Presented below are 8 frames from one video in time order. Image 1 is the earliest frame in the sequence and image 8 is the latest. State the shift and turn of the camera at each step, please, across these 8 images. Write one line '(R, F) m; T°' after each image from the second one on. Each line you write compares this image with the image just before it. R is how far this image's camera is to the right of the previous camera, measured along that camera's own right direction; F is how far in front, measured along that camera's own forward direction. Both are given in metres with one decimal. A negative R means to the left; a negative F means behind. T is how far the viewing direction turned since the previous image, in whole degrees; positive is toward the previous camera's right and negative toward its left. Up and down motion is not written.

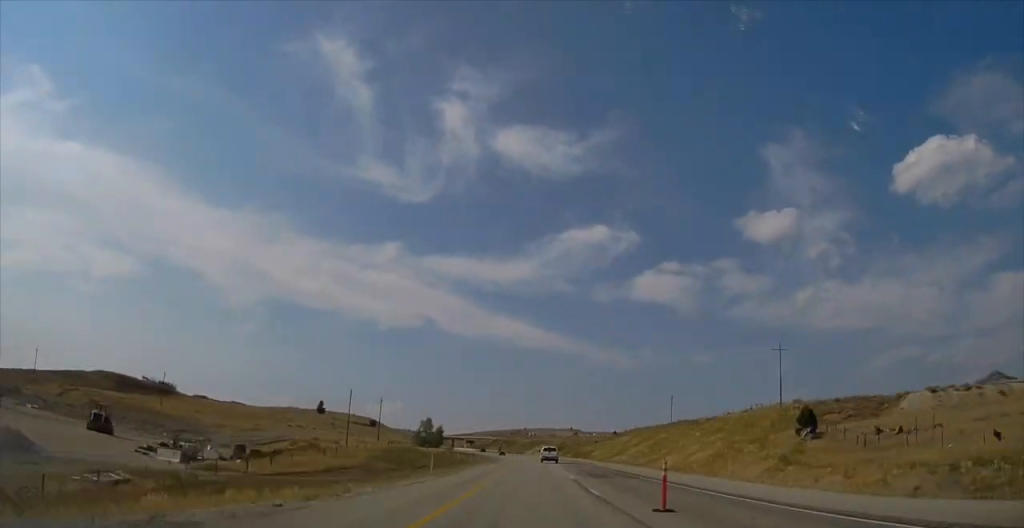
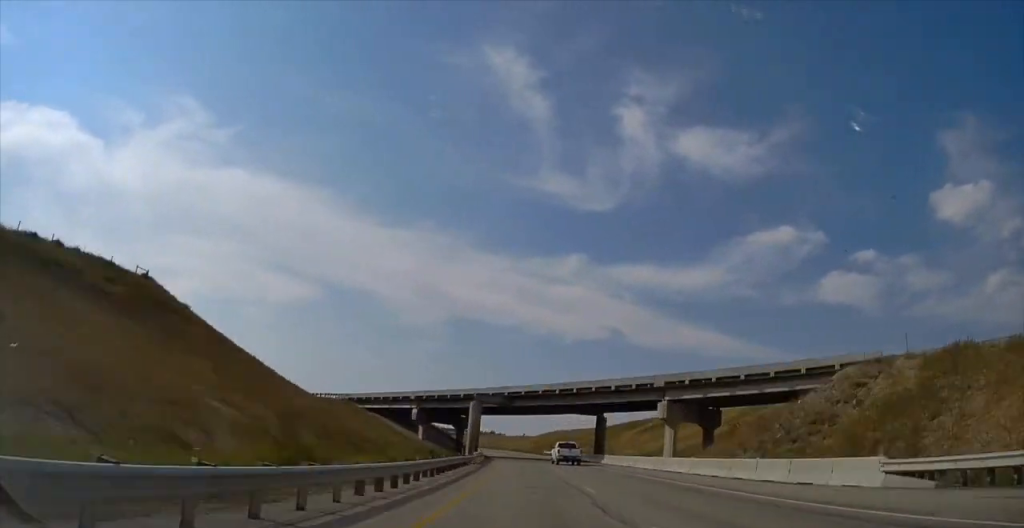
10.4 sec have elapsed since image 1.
(-35.1, +312.3) m; -18°
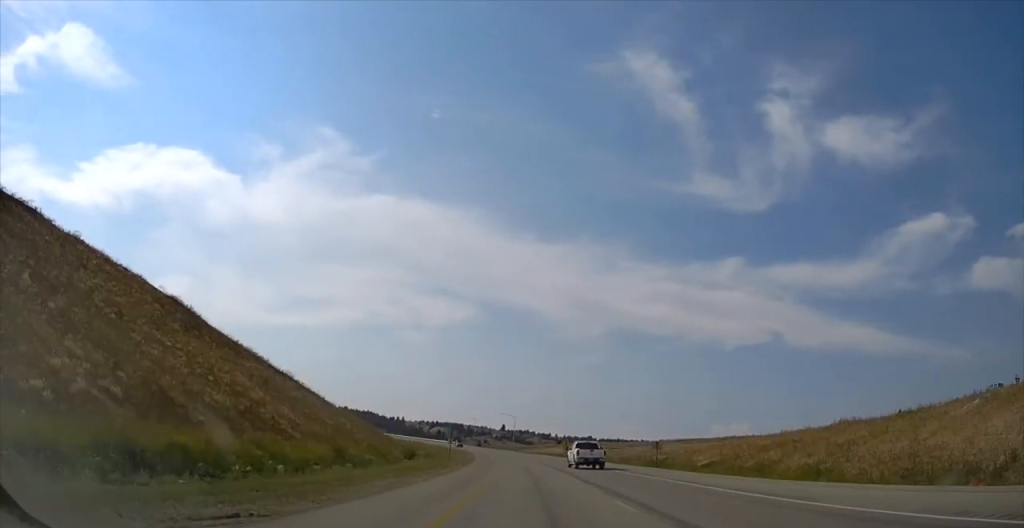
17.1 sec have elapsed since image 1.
(-30.0, +208.7) m; -14°
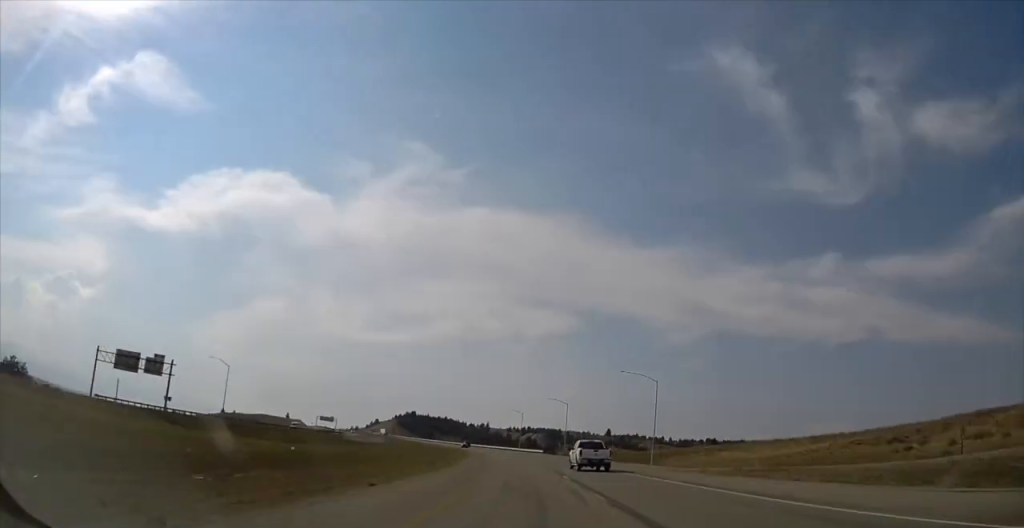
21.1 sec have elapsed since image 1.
(-10.1, +127.6) m; -7°
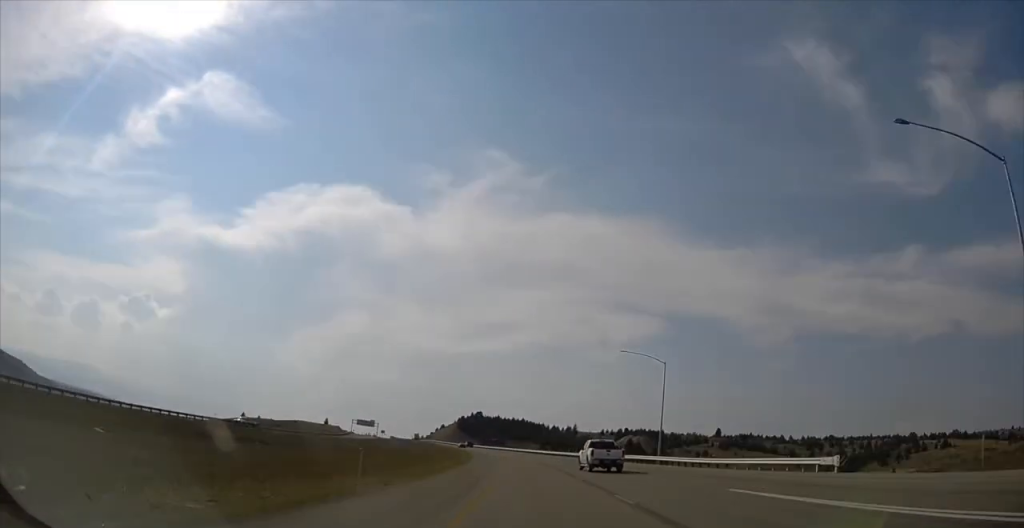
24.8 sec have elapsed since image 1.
(-9.8, +121.7) m; -6°
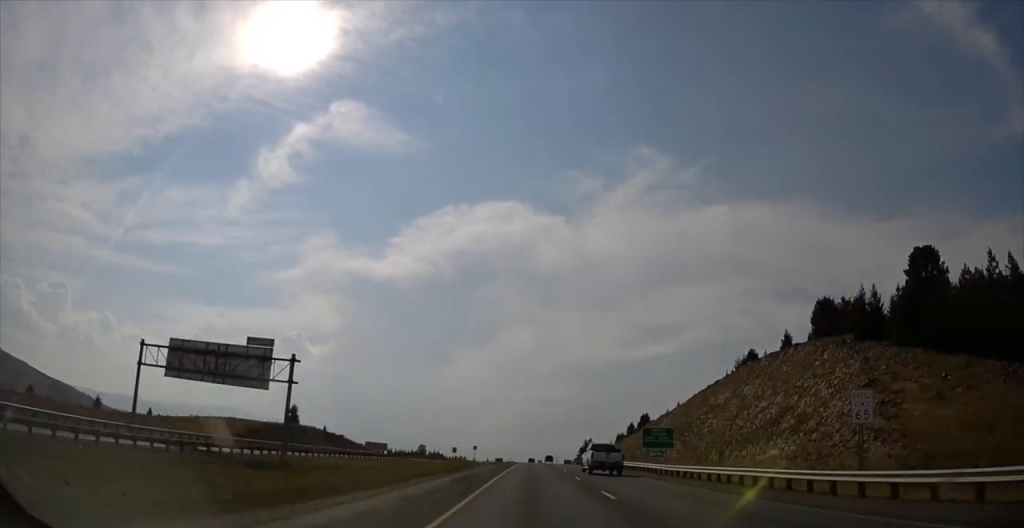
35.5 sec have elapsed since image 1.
(-38.3, +353.1) m; -8°
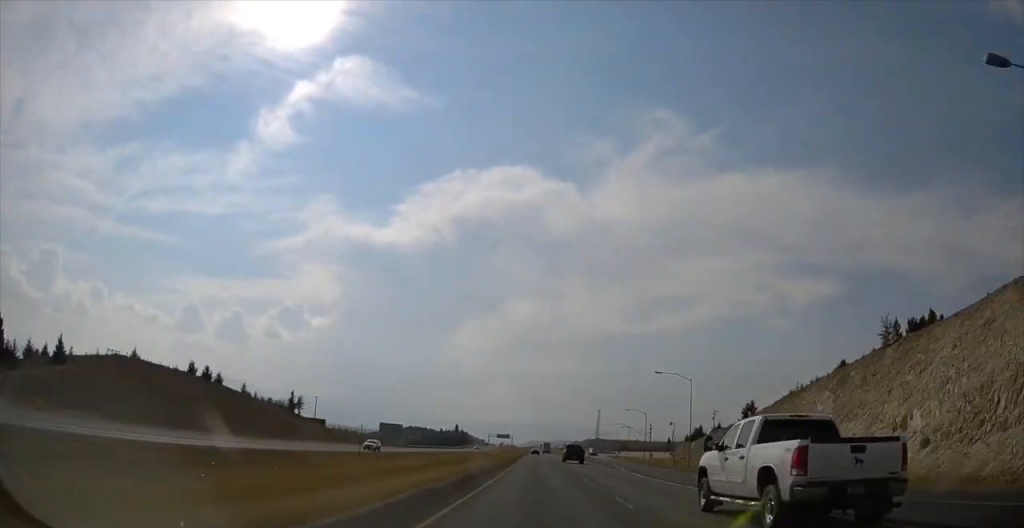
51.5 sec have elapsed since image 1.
(-2.4, +549.4) m; 0°
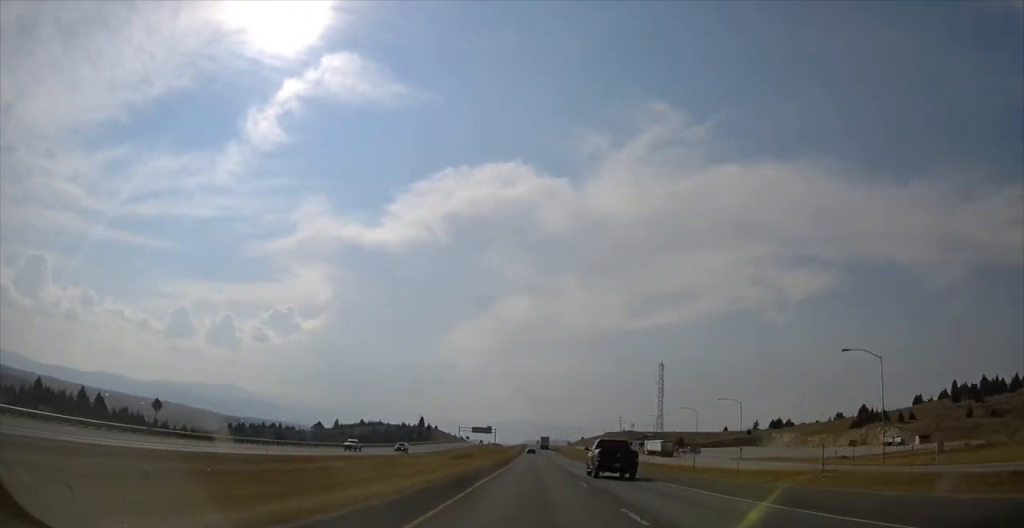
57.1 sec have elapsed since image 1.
(-0.5, +192.2) m; 0°
